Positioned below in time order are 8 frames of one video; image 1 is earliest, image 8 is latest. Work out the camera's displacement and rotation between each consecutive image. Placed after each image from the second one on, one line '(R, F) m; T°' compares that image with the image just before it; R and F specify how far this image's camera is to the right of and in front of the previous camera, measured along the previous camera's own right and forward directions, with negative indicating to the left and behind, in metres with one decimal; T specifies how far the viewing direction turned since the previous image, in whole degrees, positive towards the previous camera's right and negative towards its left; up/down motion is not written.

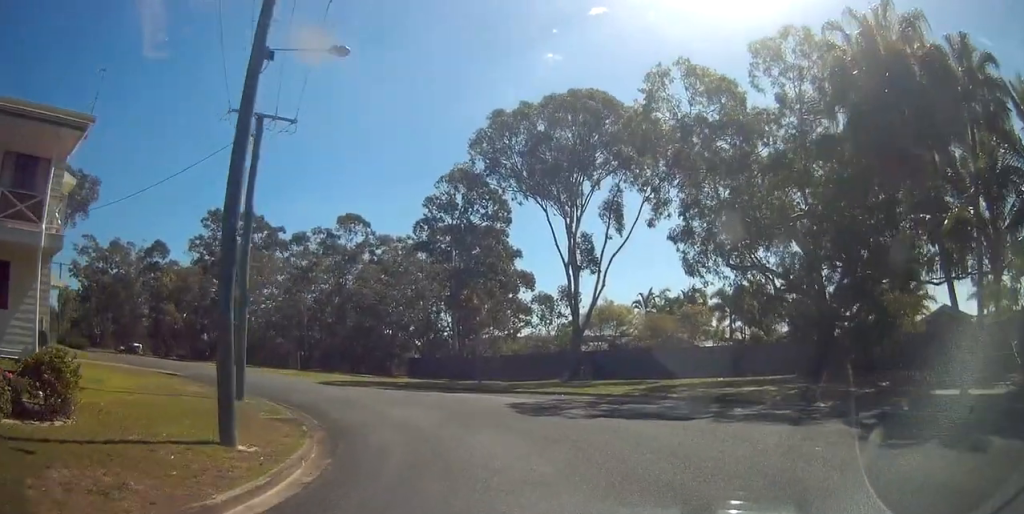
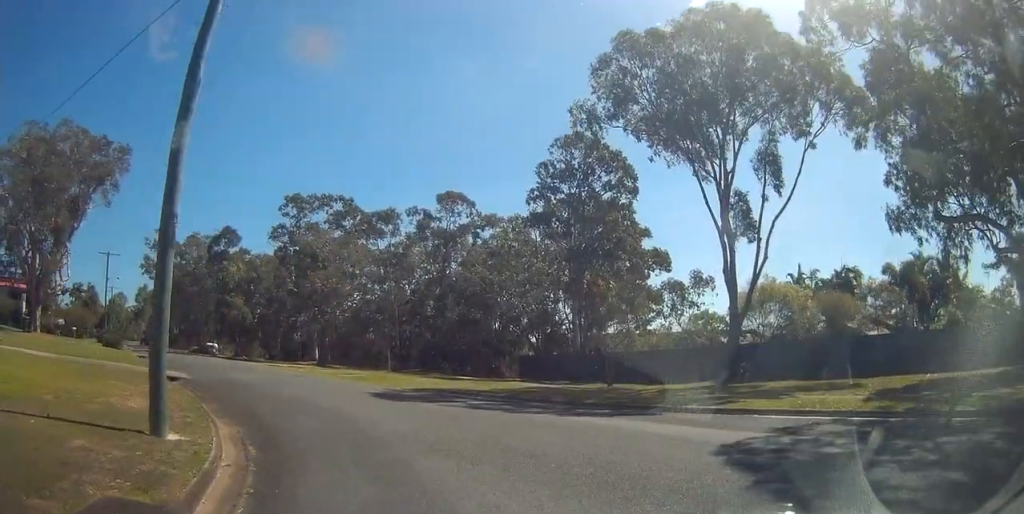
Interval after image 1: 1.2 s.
(-0.6, +10.0) m; -8°
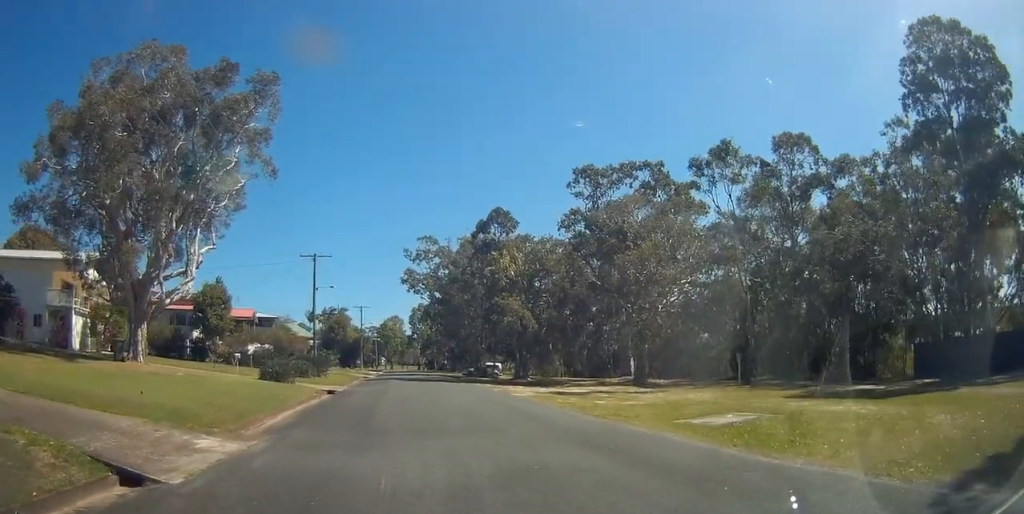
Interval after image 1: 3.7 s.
(-3.3, +17.7) m; -23°
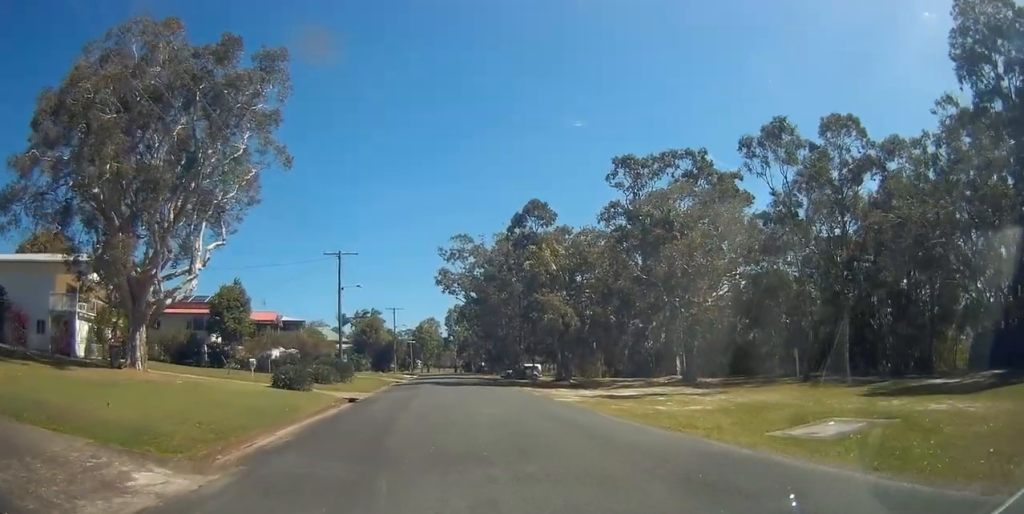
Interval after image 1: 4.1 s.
(-0.2, +3.1) m; -5°
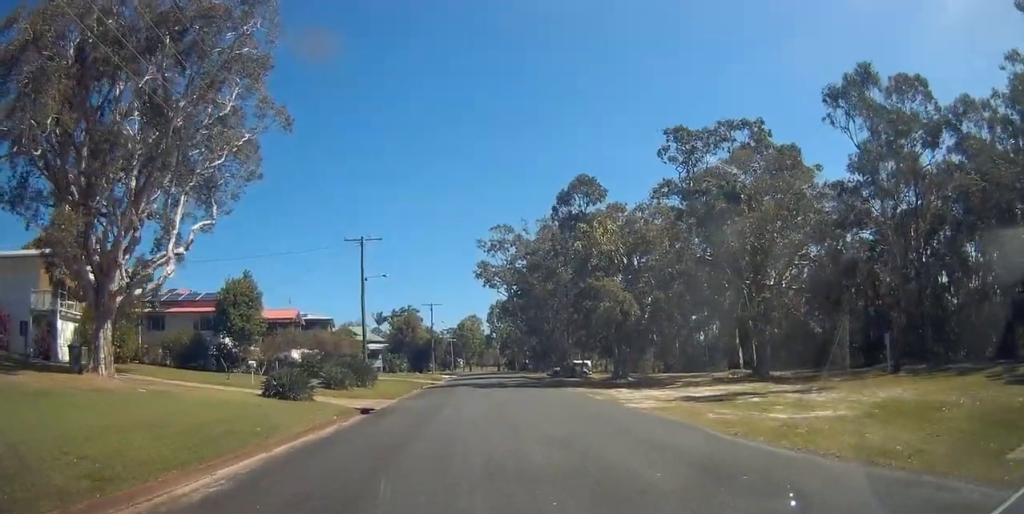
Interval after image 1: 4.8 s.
(-0.2, +5.4) m; -9°
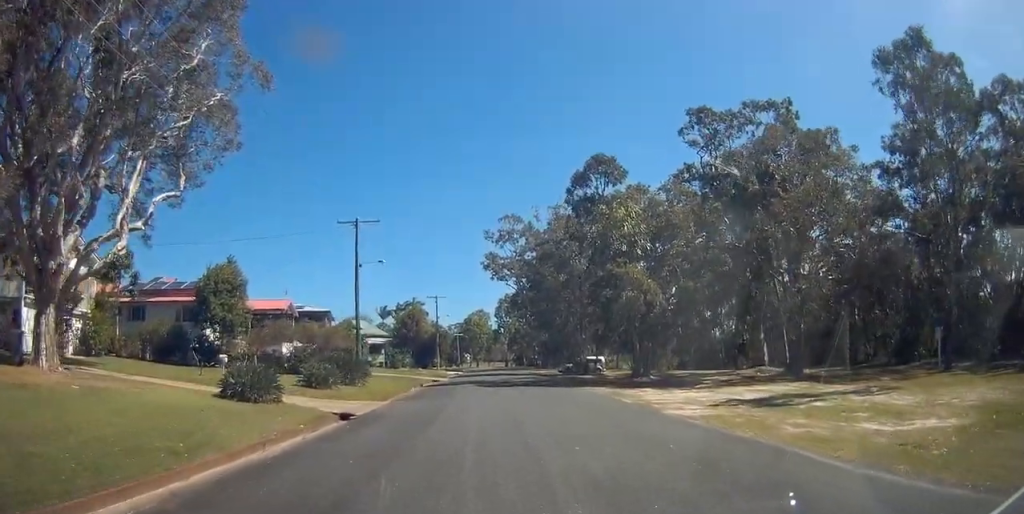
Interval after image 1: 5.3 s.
(-0.5, +3.7) m; -2°
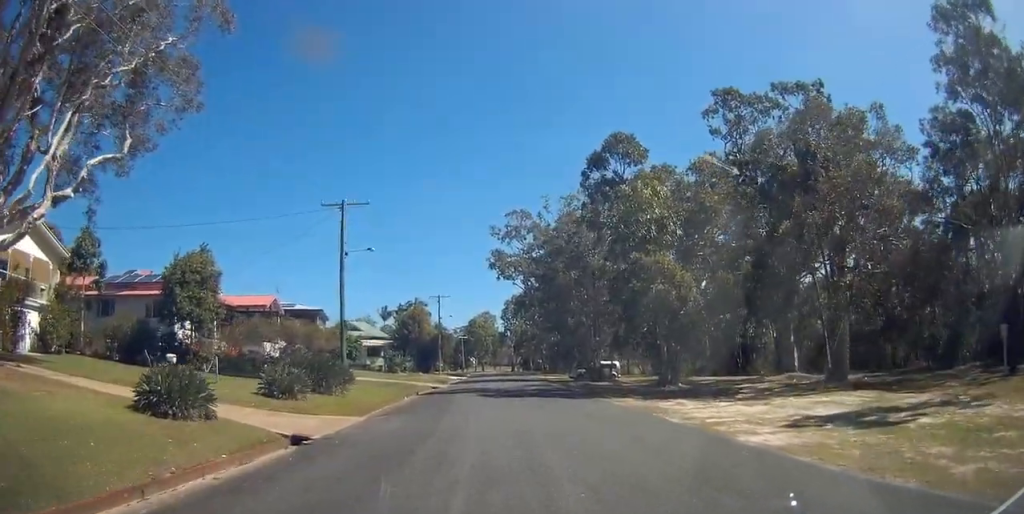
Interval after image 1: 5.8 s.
(-0.3, +4.4) m; -2°
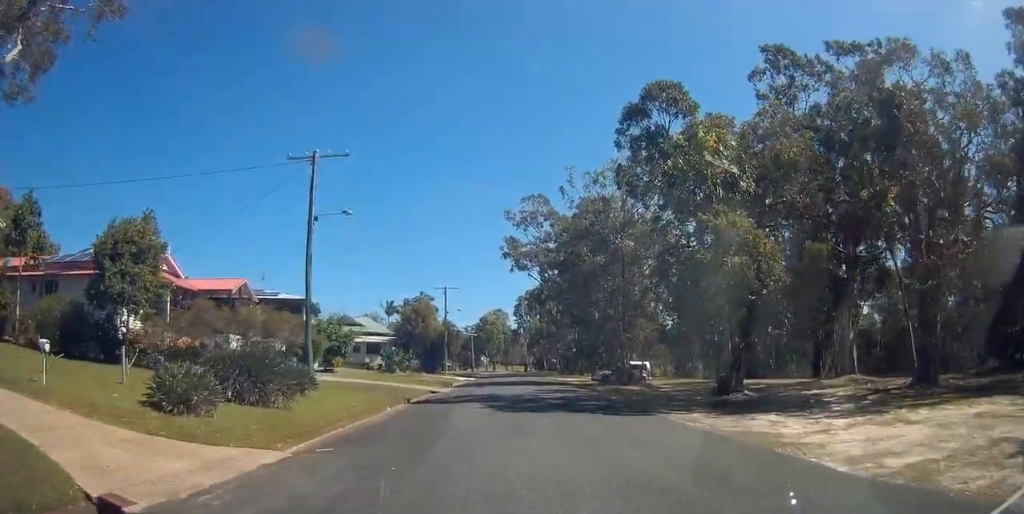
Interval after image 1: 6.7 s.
(+0.3, +6.9) m; 0°
